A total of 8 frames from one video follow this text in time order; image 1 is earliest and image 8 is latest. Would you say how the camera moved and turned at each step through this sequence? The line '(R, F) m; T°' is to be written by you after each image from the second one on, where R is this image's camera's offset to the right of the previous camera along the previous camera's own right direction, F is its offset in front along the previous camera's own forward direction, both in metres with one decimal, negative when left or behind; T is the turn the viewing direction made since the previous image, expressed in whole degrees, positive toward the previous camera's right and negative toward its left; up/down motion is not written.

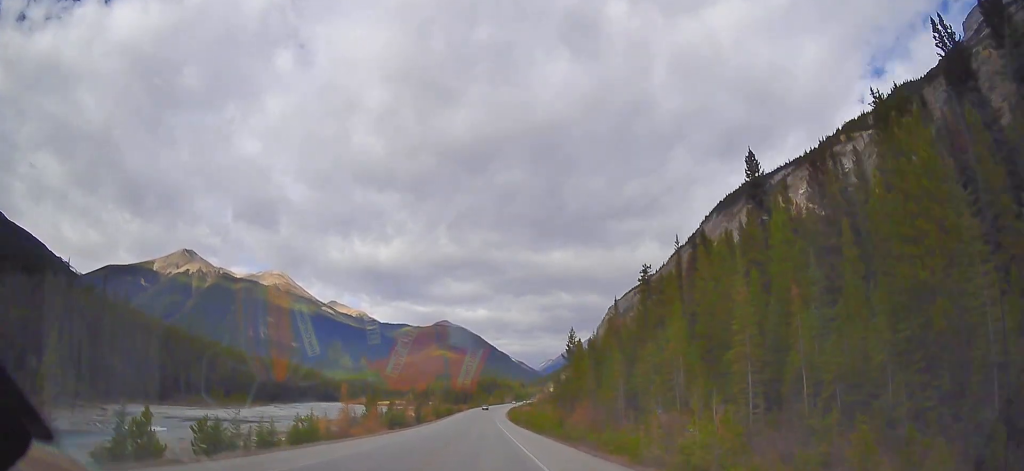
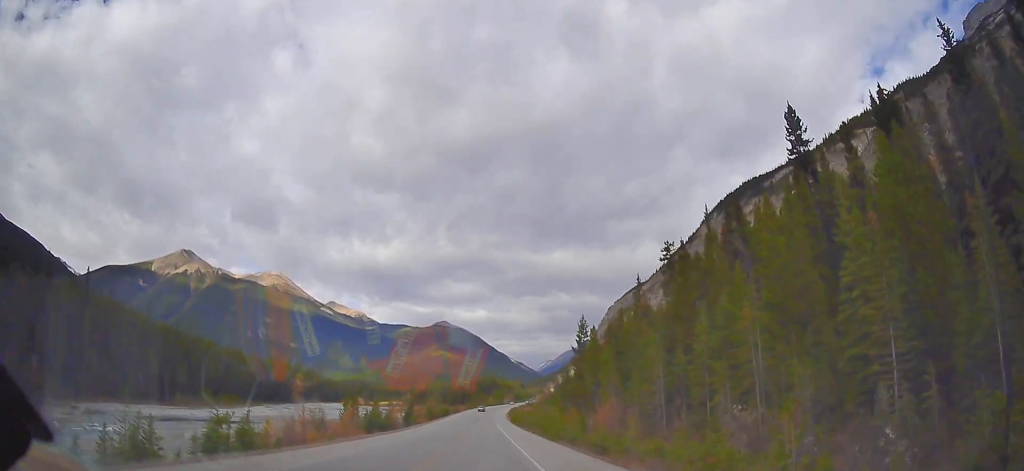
(-0.1, +10.6) m; 0°
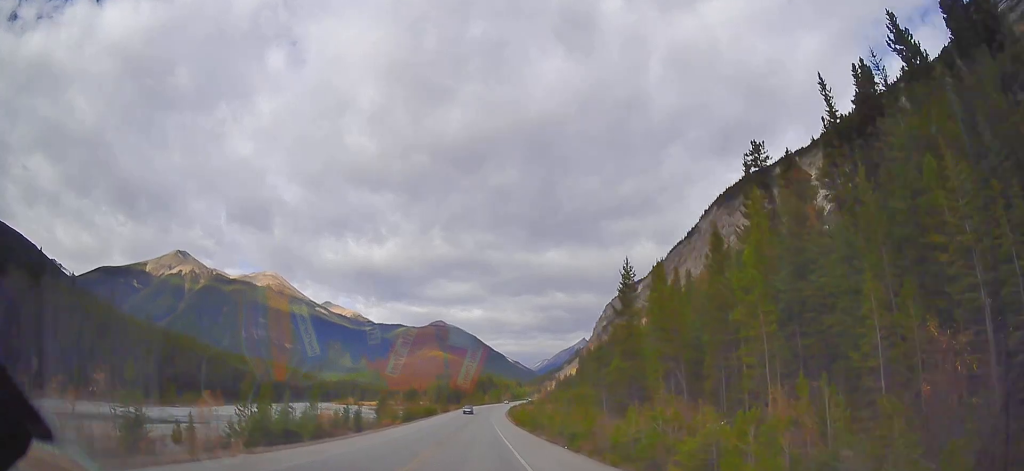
(+0.1, +25.5) m; 0°
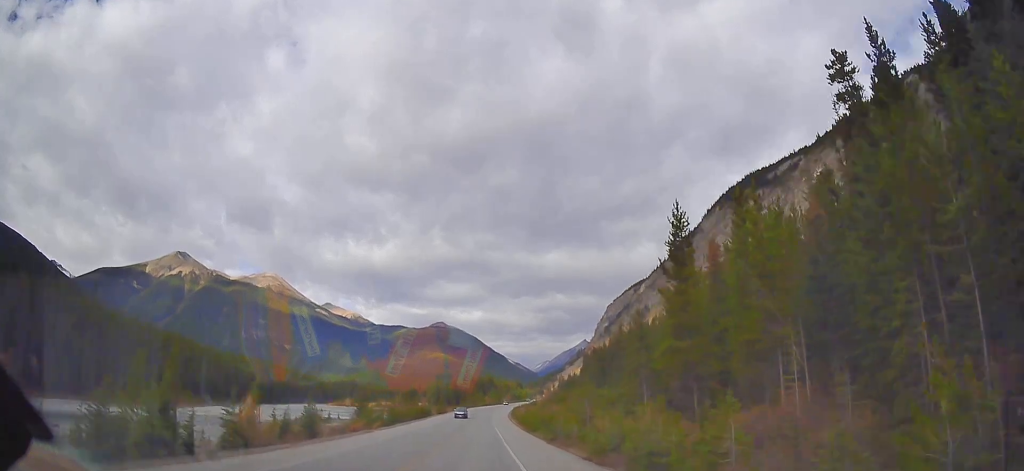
(0.0, +13.2) m; 0°
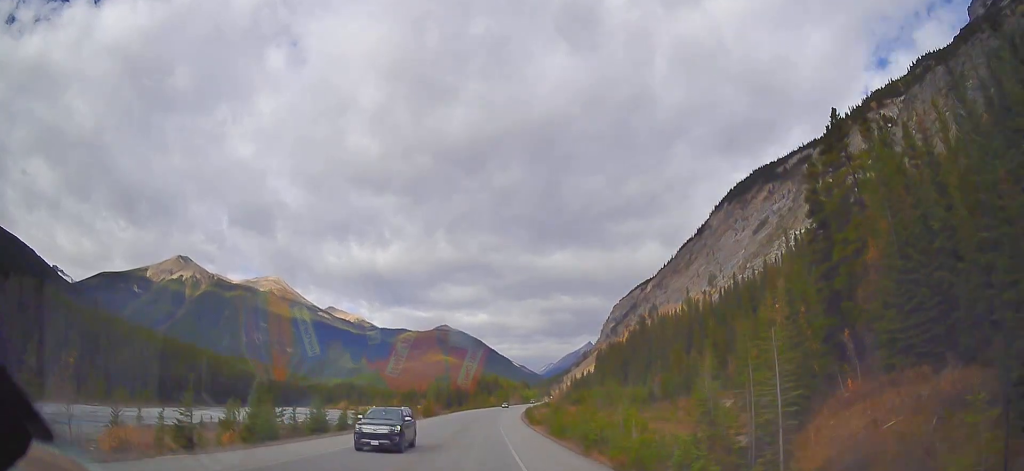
(0.0, +33.4) m; -1°
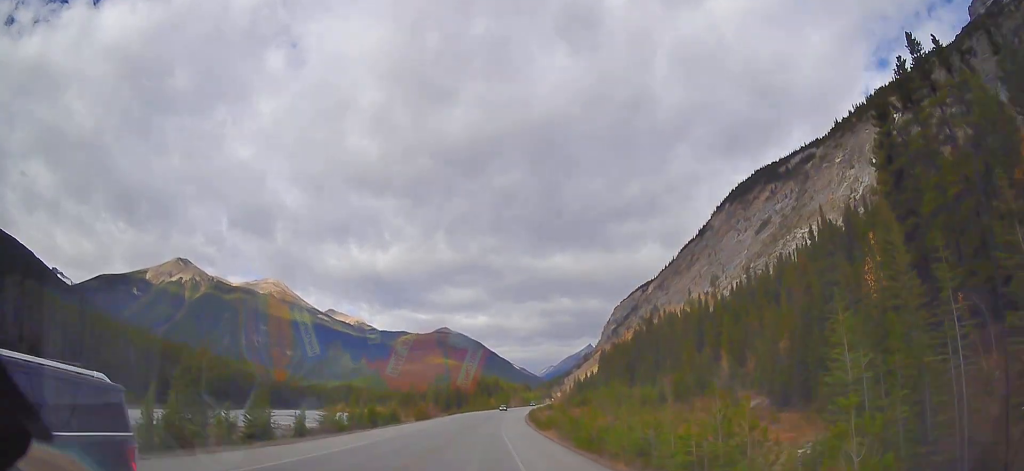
(0.0, +10.5) m; 0°
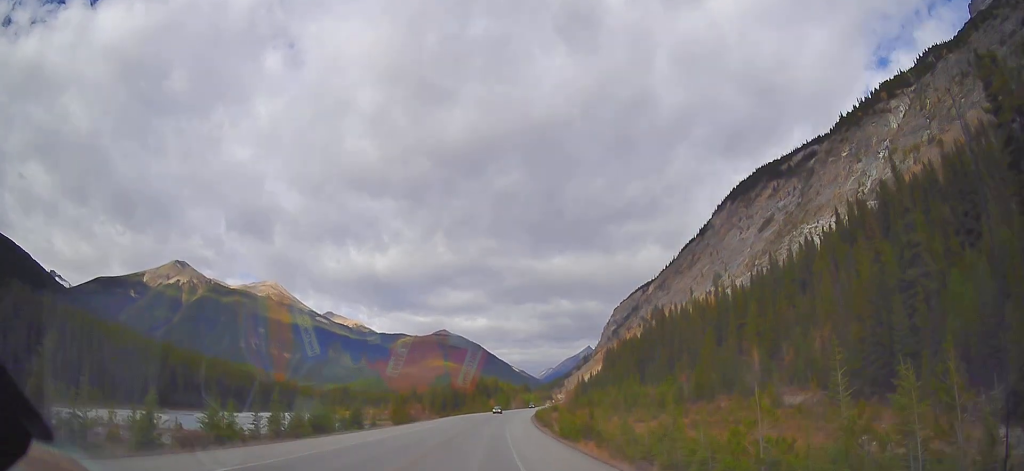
(-0.3, +16.7) m; 0°
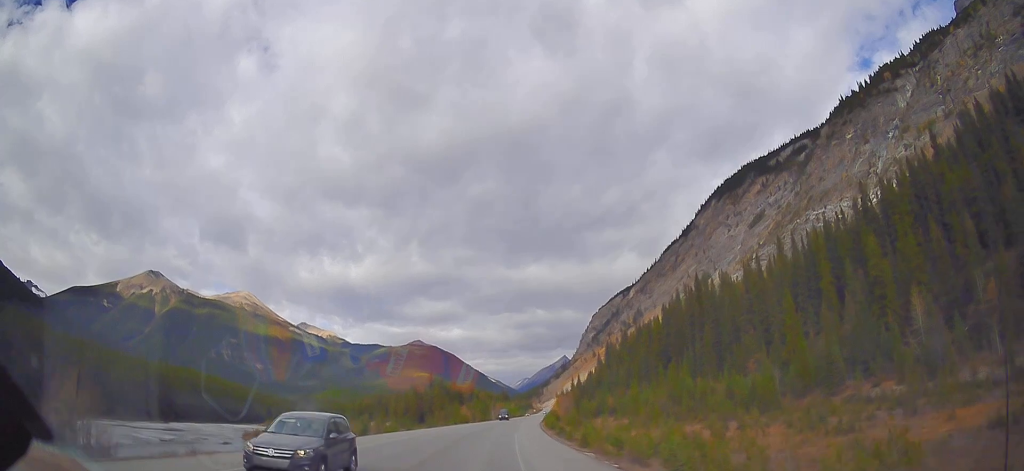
(+1.3, +58.8) m; +3°
